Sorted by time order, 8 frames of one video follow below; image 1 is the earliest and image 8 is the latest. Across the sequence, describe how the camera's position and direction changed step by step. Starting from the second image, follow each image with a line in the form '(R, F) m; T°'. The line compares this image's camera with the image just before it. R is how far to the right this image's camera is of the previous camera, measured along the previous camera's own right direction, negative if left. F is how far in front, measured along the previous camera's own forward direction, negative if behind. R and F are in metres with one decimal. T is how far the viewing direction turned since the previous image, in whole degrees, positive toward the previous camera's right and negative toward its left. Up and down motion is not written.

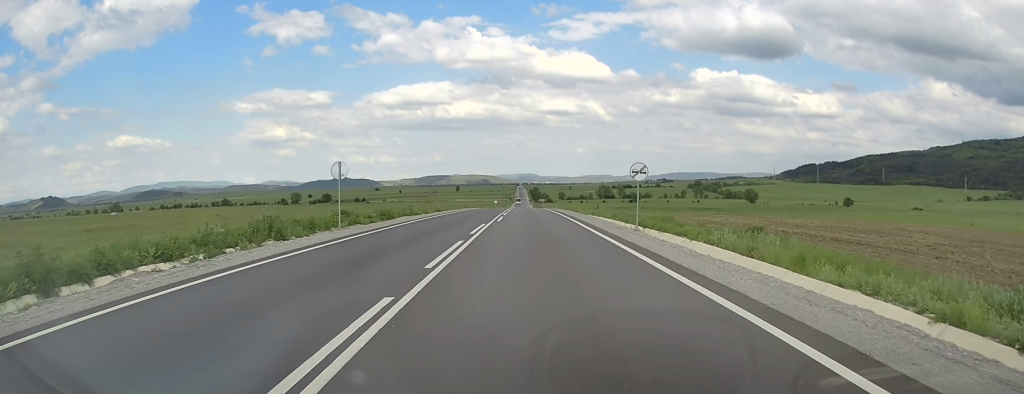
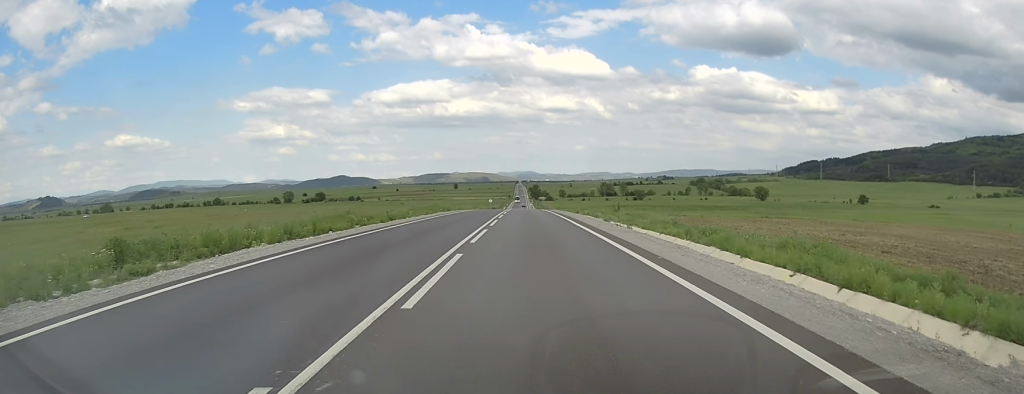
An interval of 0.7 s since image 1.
(0.0, +22.1) m; 0°
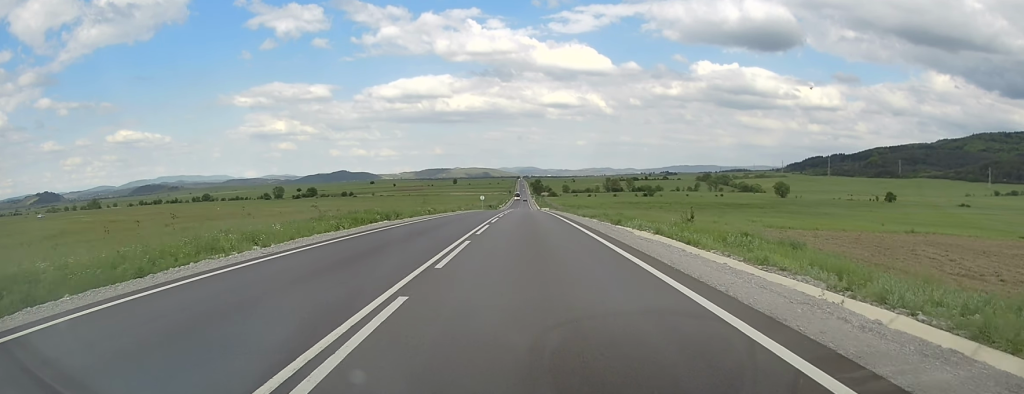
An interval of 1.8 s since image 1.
(0.0, +33.0) m; 0°
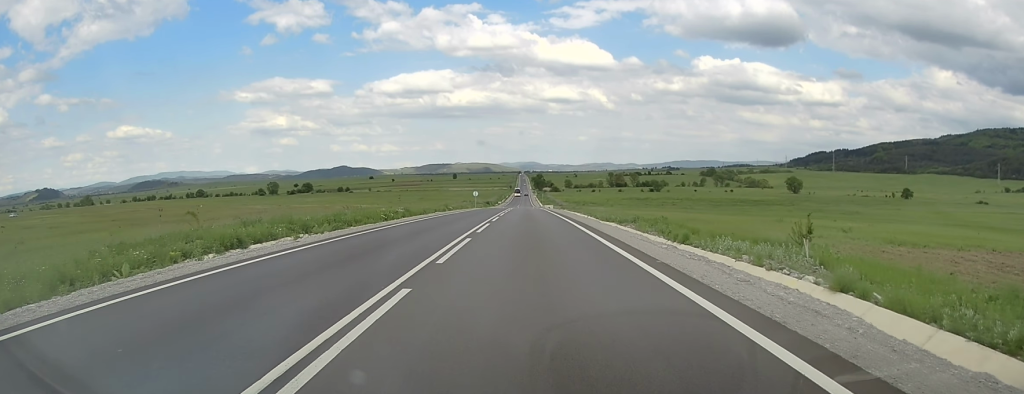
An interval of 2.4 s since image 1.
(0.0, +17.9) m; 0°
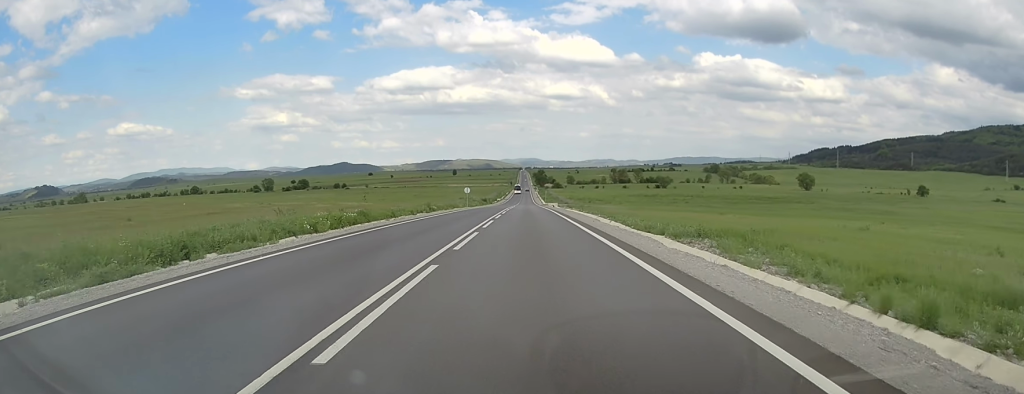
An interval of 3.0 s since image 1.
(0.0, +15.9) m; 0°
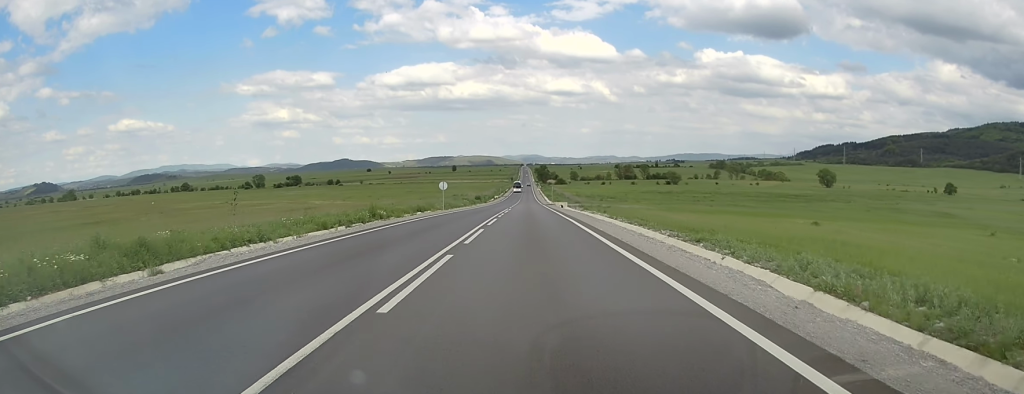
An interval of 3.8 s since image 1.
(0.0, +25.6) m; 0°
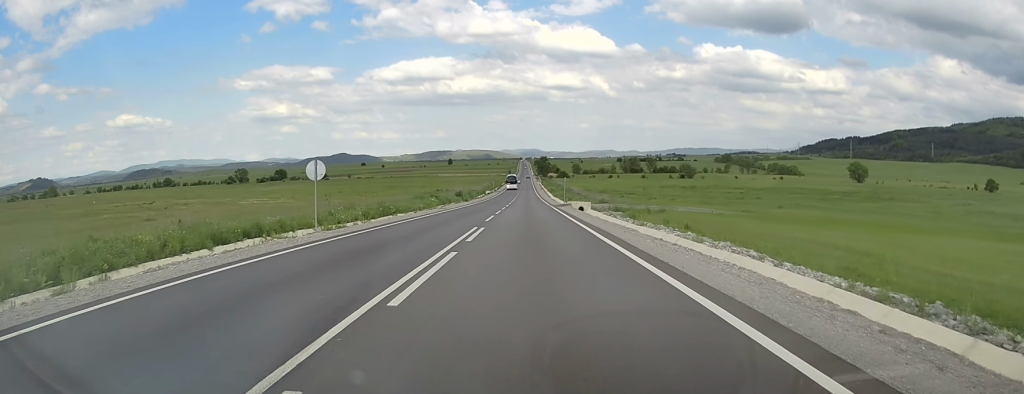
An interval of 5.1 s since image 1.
(0.0, +36.3) m; 0°
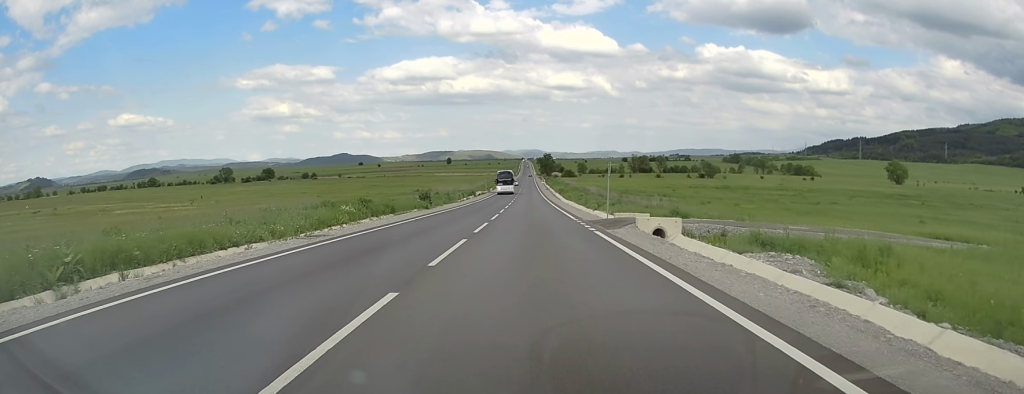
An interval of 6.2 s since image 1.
(0.0, +34.4) m; 0°
